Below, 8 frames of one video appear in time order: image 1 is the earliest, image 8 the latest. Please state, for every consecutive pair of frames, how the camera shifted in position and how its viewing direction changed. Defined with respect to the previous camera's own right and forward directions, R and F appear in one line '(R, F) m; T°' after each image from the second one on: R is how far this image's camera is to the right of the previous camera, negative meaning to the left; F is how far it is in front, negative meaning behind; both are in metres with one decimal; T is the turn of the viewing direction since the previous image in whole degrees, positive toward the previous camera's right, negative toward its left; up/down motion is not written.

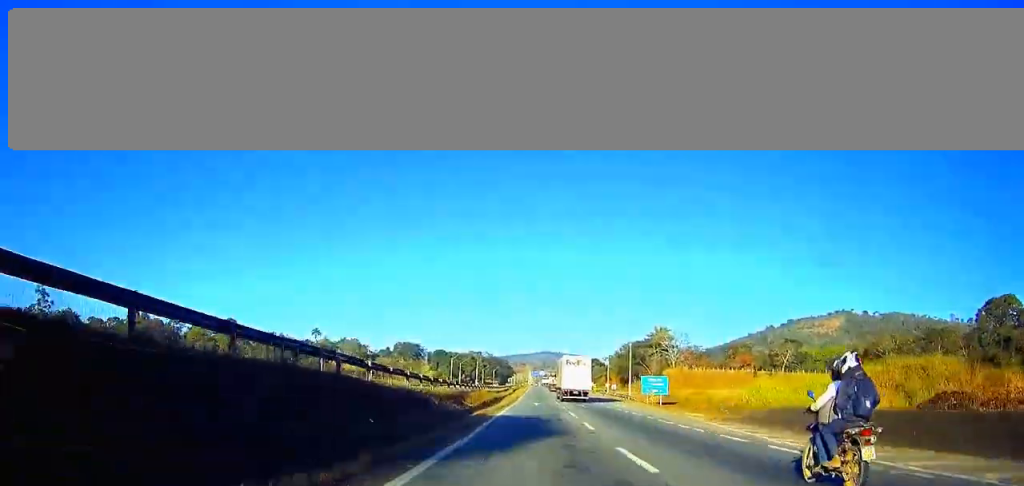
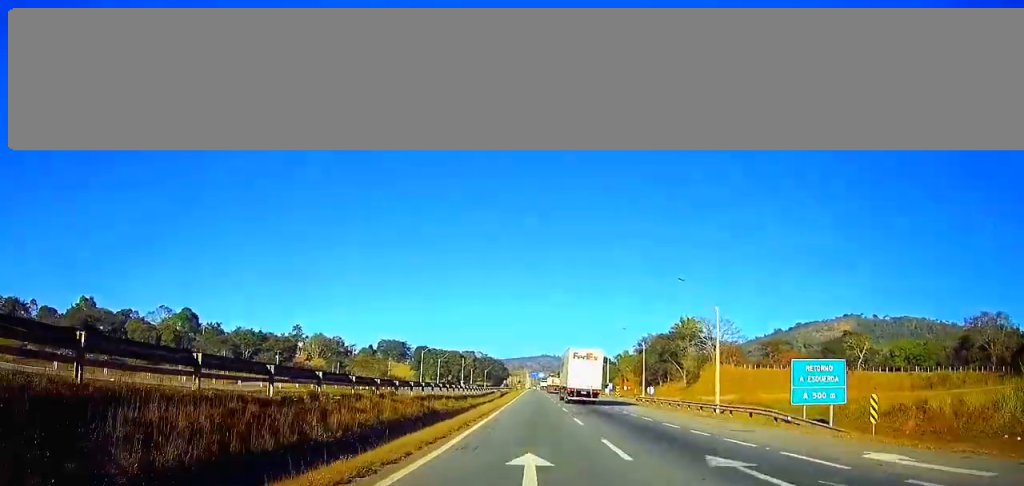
(+0.1, +45.4) m; 0°
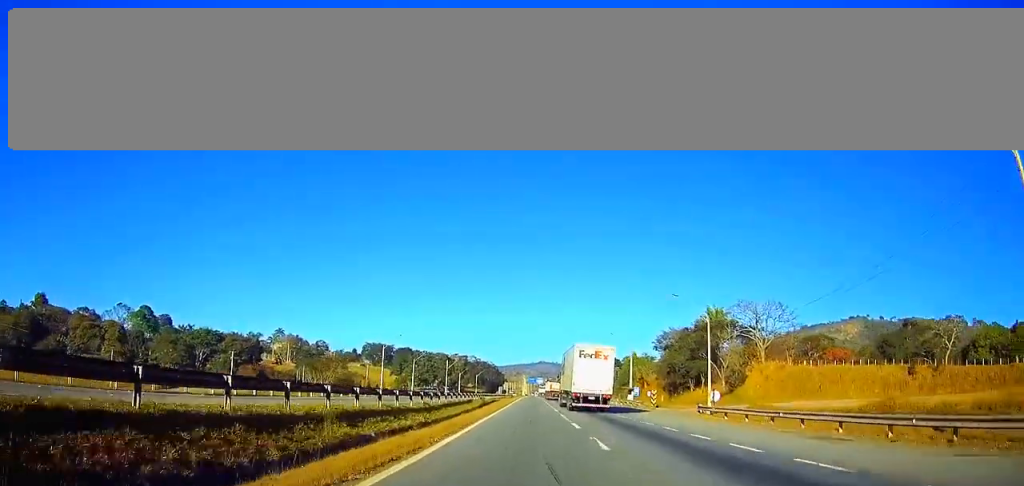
(-0.2, +33.9) m; 0°
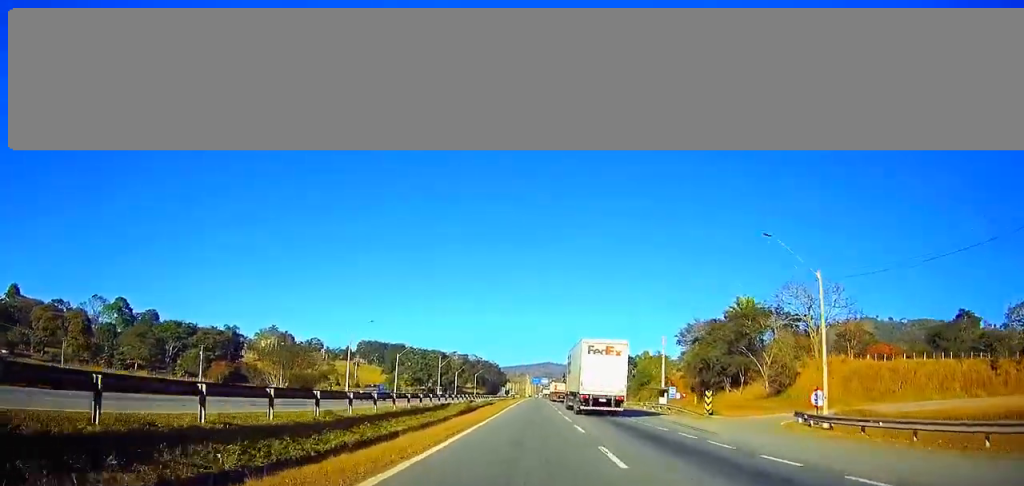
(0.0, +21.3) m; 0°
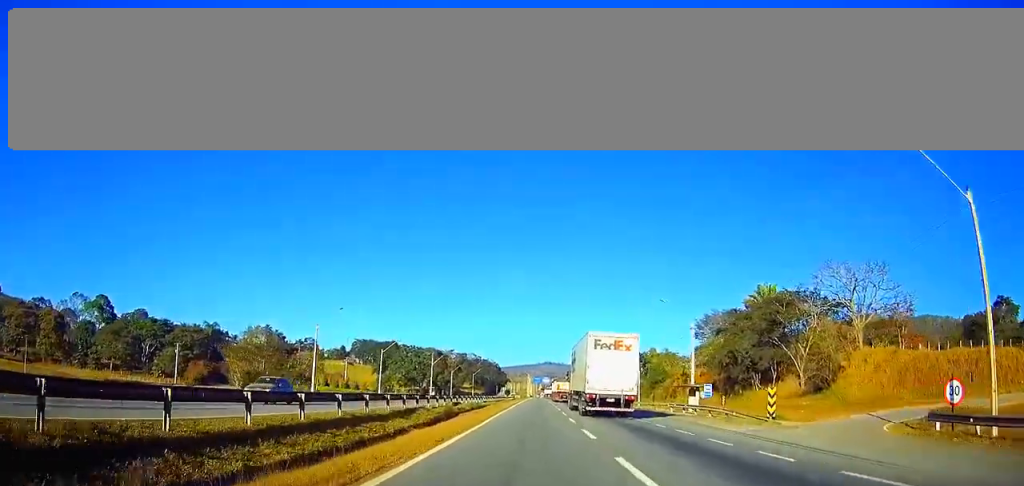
(0.0, +13.5) m; 0°
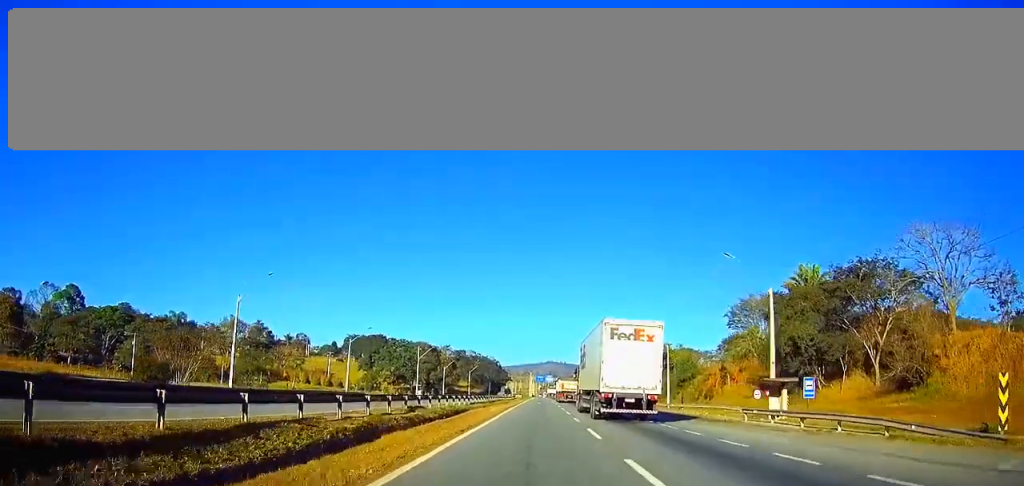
(0.0, +20.4) m; 0°
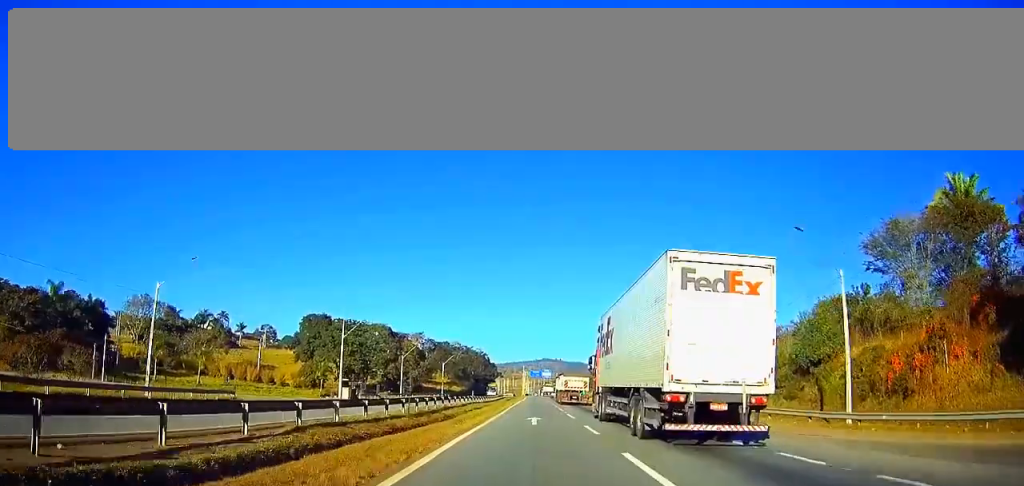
(0.0, +47.6) m; 0°
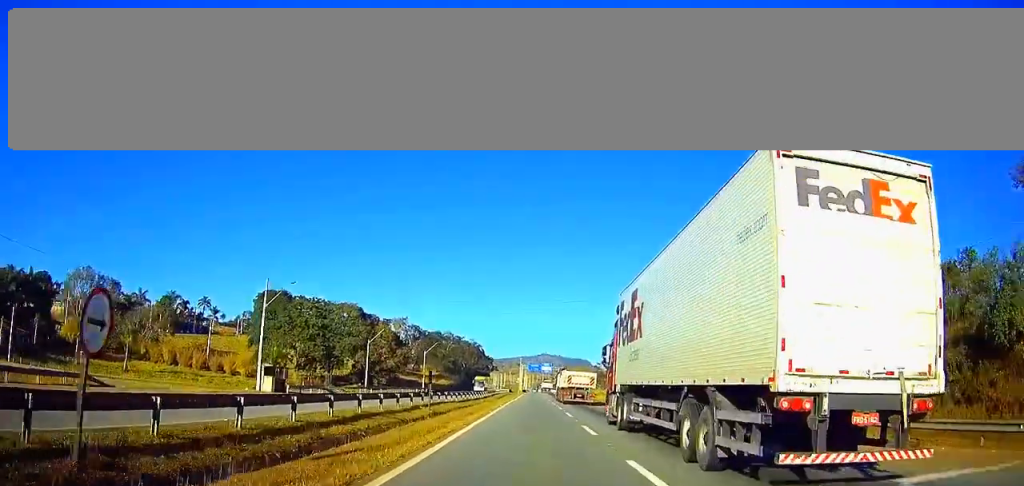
(+0.1, +24.1) m; 0°
